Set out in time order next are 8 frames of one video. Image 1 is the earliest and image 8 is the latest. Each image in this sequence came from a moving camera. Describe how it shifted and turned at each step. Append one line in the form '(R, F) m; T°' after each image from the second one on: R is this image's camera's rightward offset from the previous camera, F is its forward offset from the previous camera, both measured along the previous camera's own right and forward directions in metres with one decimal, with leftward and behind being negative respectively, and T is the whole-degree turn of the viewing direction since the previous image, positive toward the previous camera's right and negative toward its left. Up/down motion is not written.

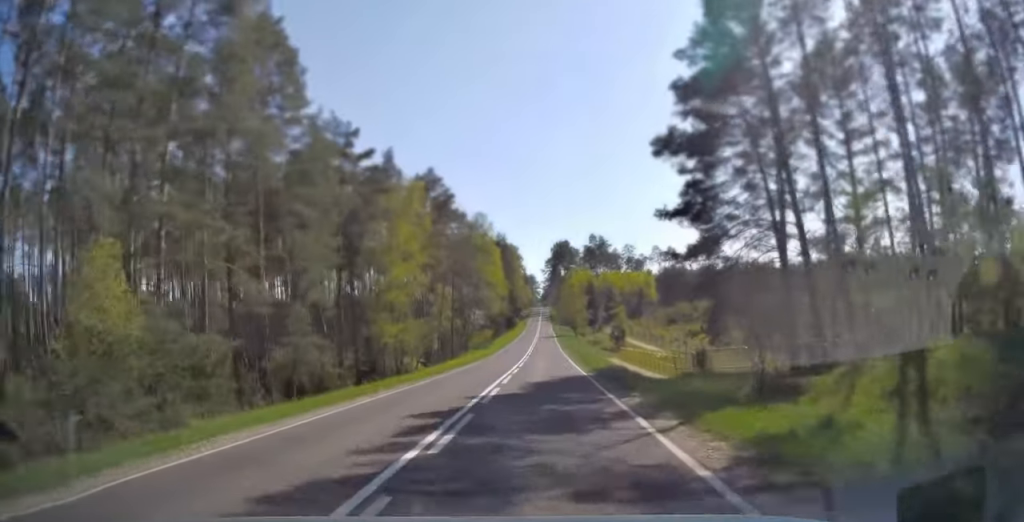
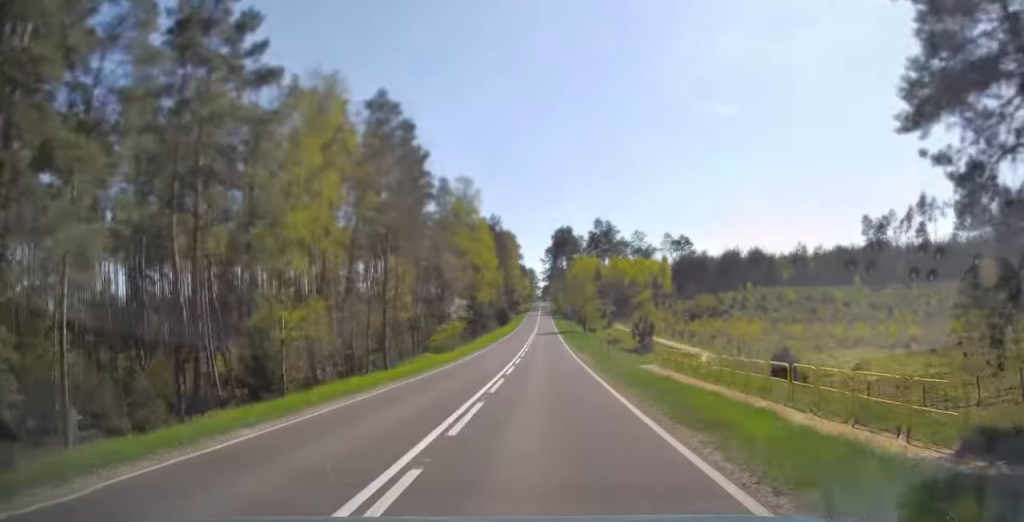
(+0.1, +23.2) m; 0°
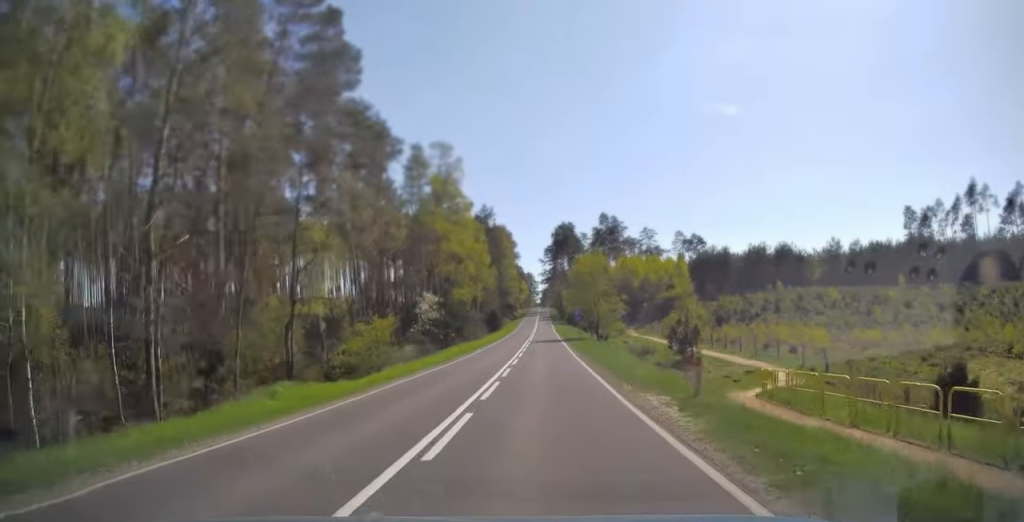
(0.0, +19.9) m; 0°
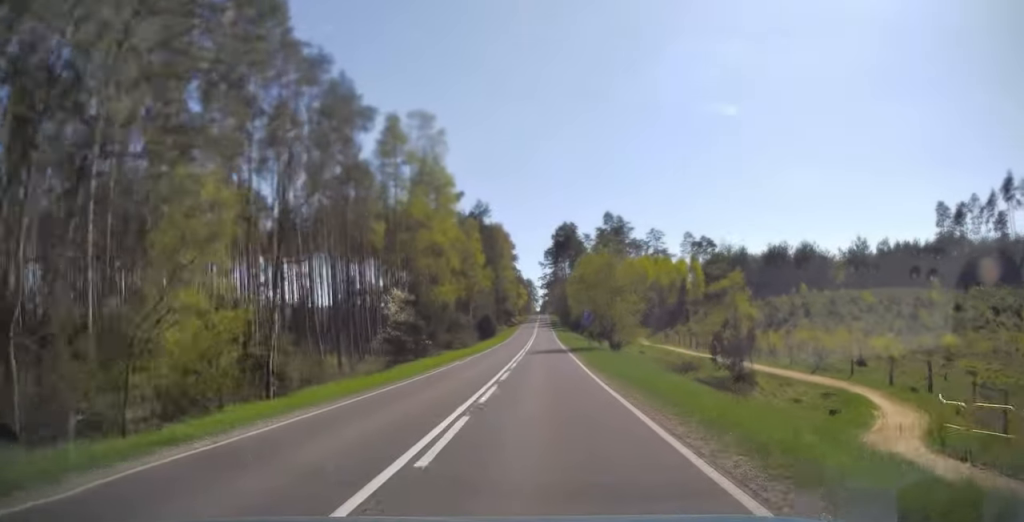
(0.0, +12.5) m; 0°
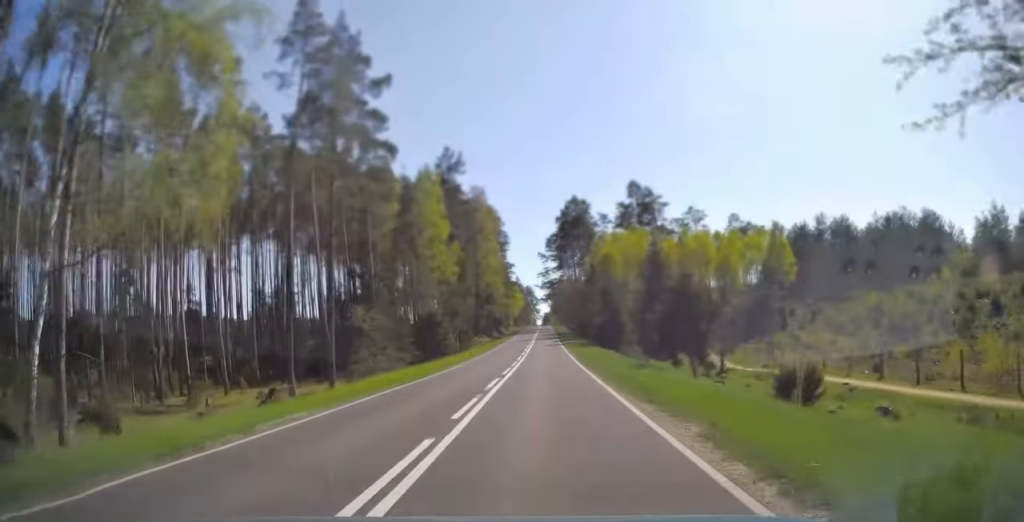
(+0.2, +44.5) m; 0°
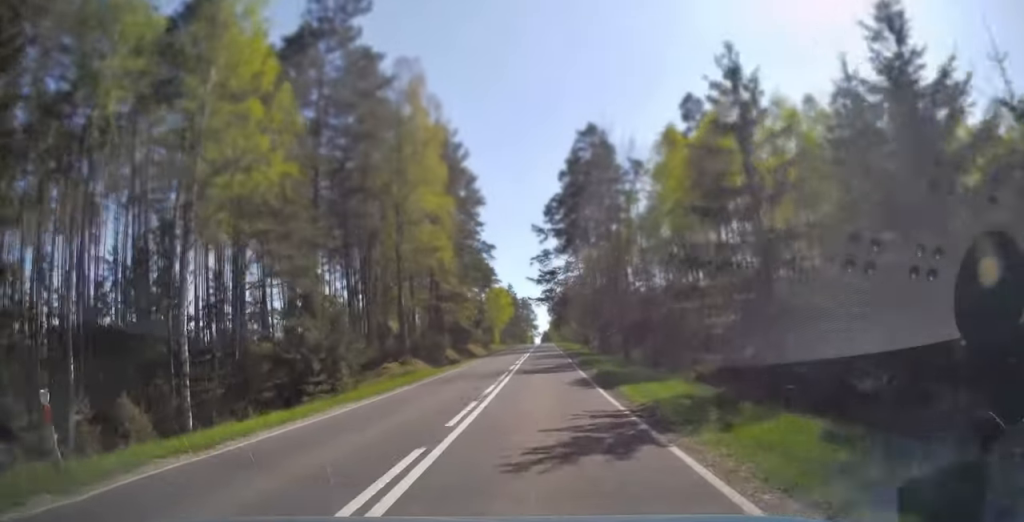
(0.0, +49.0) m; 0°
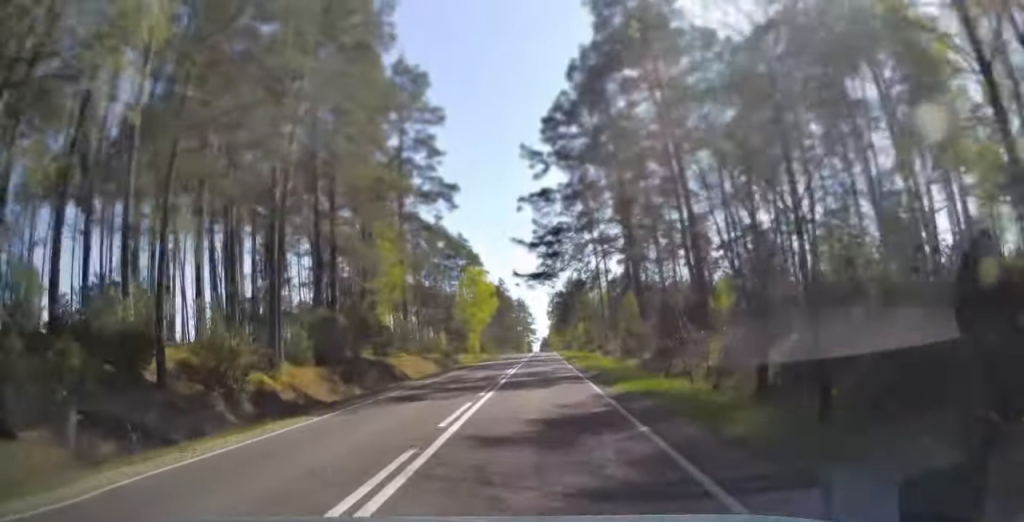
(0.0, +36.5) m; 0°
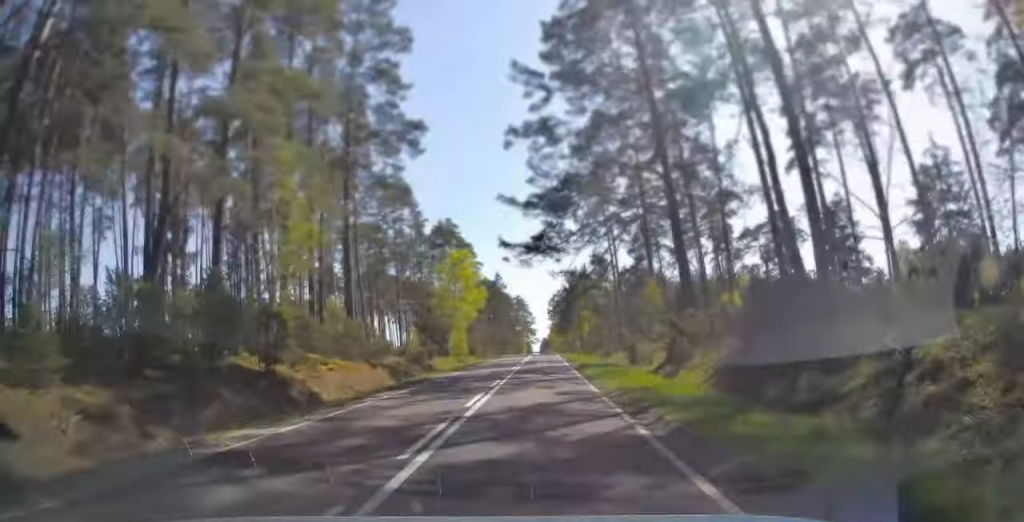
(0.0, +14.8) m; 0°
